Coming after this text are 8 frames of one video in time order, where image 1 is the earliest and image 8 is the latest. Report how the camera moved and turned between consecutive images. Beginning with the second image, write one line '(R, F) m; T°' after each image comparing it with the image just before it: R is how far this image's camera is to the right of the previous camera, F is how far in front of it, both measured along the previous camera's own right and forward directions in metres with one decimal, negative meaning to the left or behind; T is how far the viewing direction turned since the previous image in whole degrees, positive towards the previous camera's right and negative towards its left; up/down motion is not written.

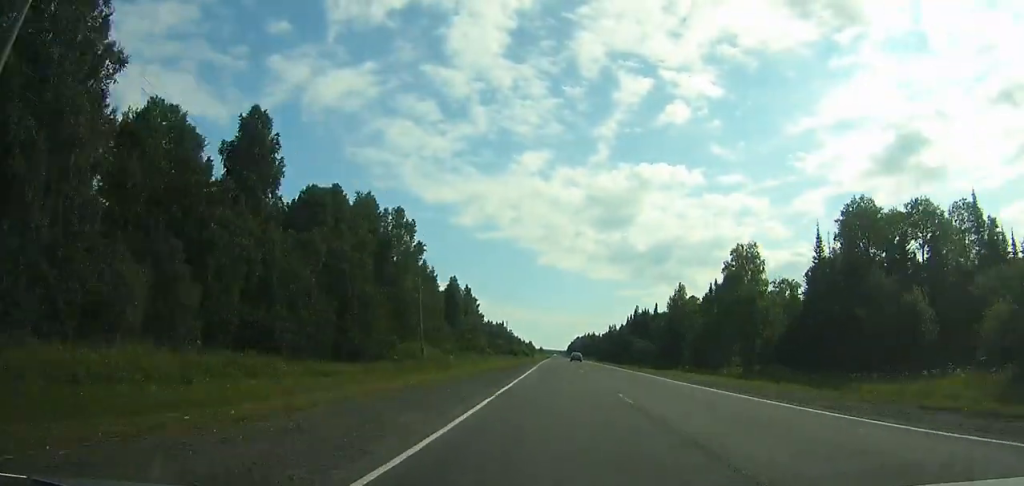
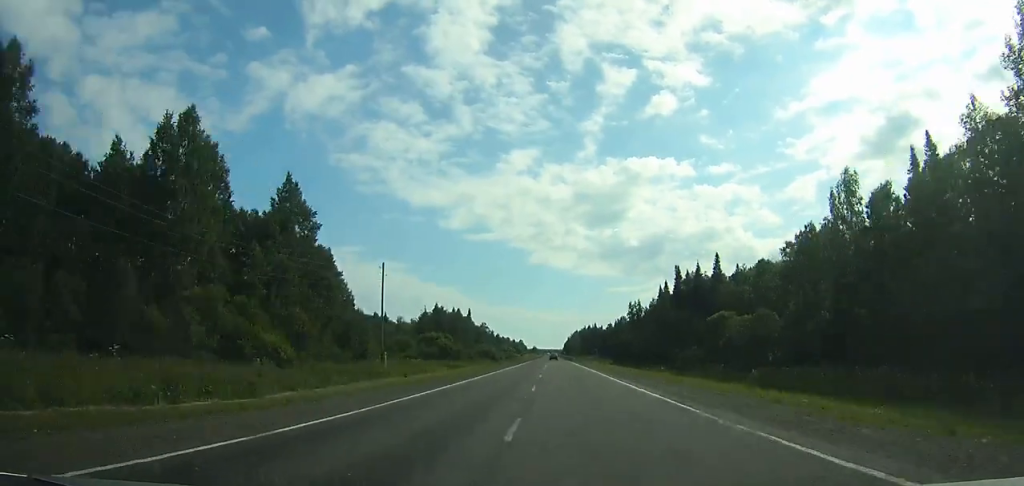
(+0.9, +114.2) m; 0°
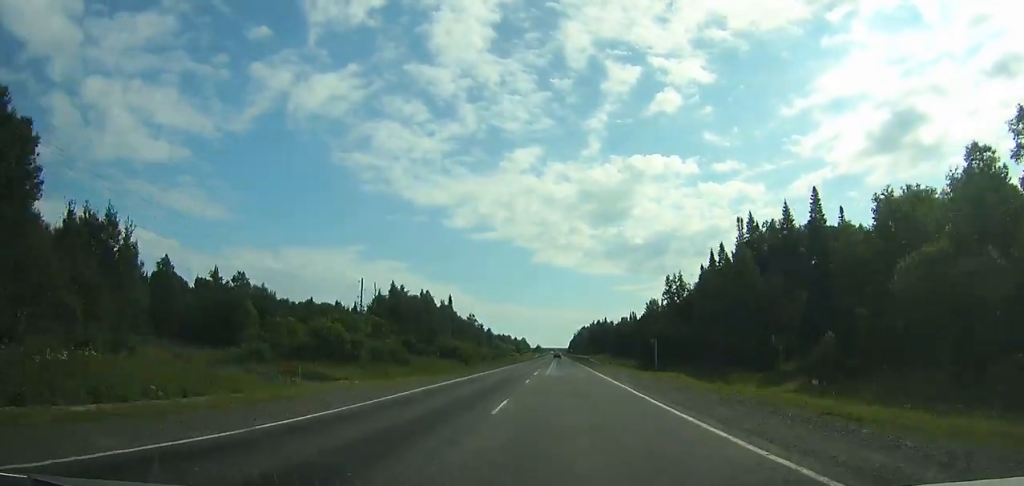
(0.0, +56.2) m; 0°
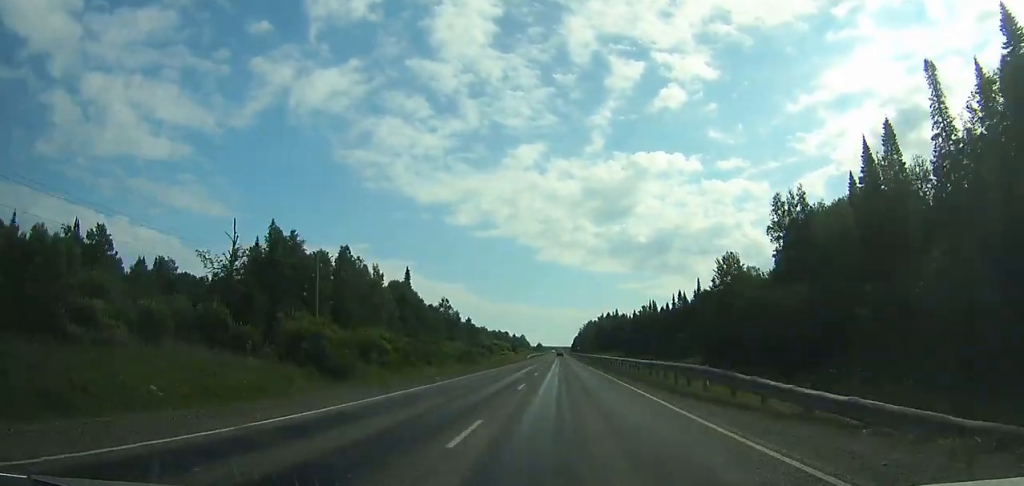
(-0.4, +62.8) m; 0°
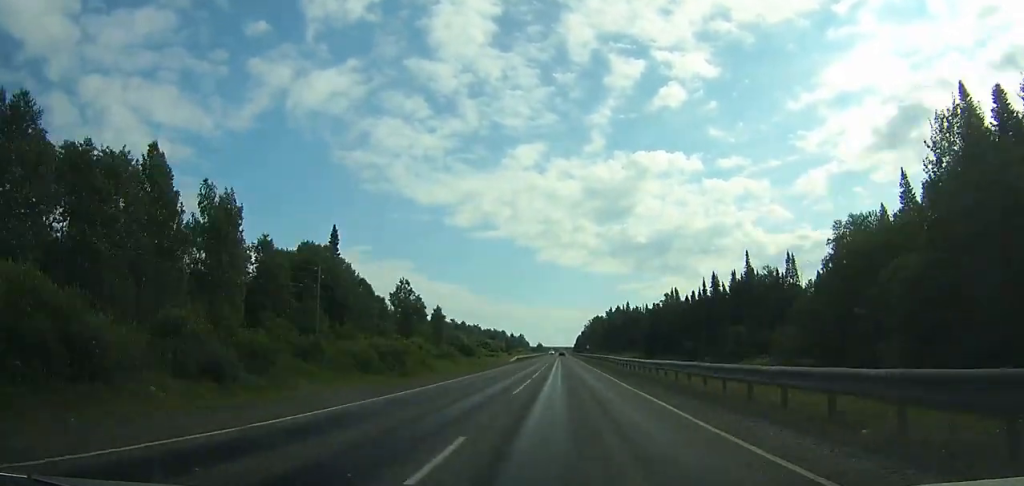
(-0.1, +50.0) m; 0°
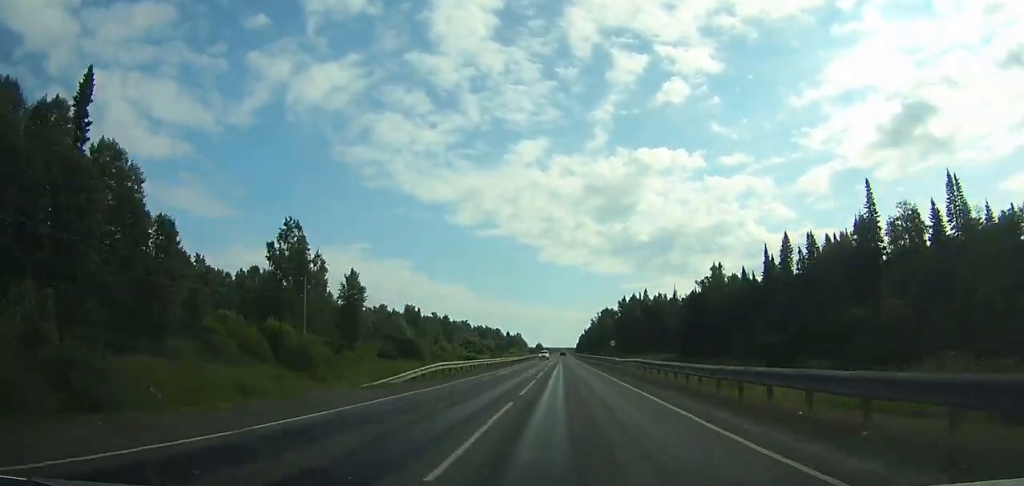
(-0.1, +59.3) m; 0°
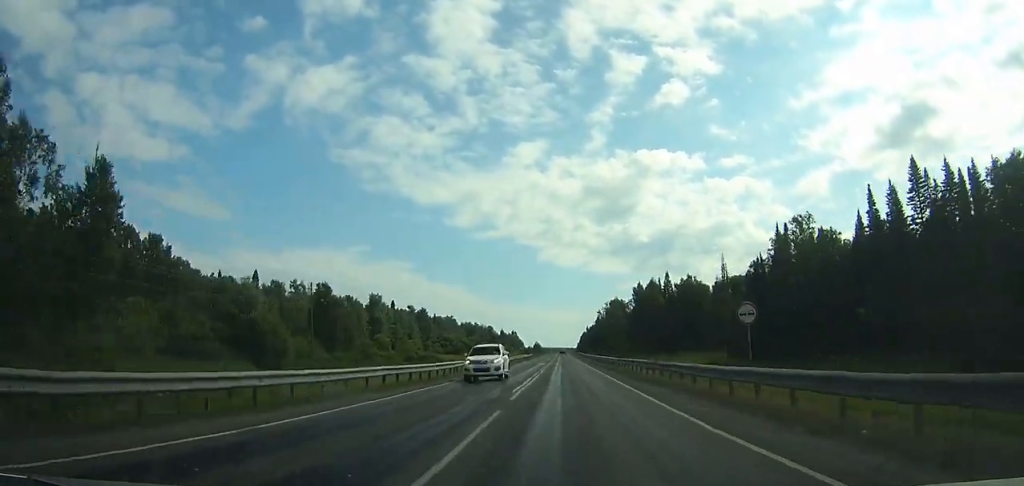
(0.0, +49.6) m; 0°
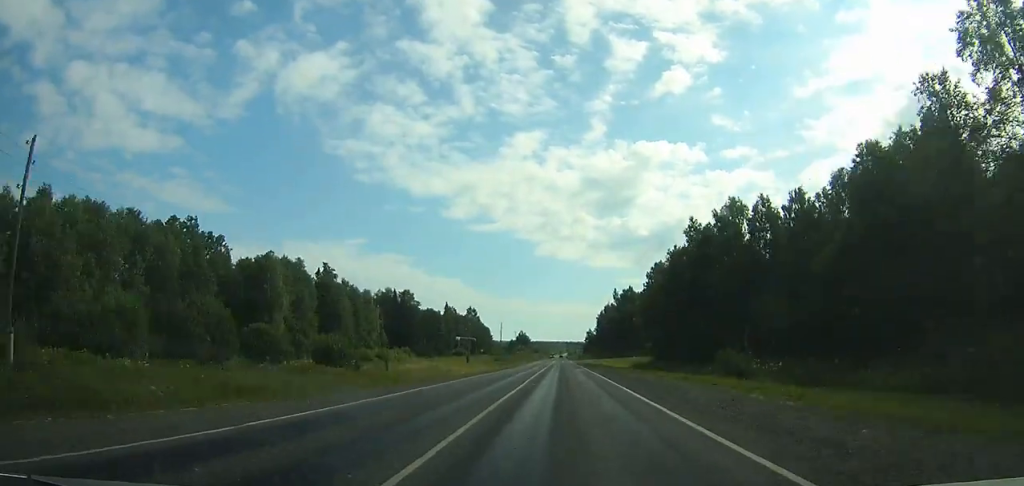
(+0.1, +243.6) m; 0°
